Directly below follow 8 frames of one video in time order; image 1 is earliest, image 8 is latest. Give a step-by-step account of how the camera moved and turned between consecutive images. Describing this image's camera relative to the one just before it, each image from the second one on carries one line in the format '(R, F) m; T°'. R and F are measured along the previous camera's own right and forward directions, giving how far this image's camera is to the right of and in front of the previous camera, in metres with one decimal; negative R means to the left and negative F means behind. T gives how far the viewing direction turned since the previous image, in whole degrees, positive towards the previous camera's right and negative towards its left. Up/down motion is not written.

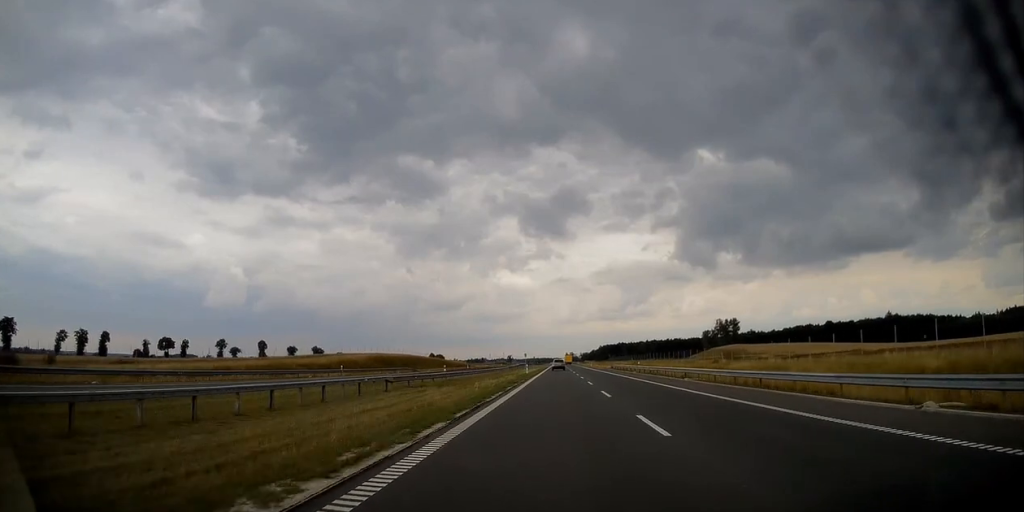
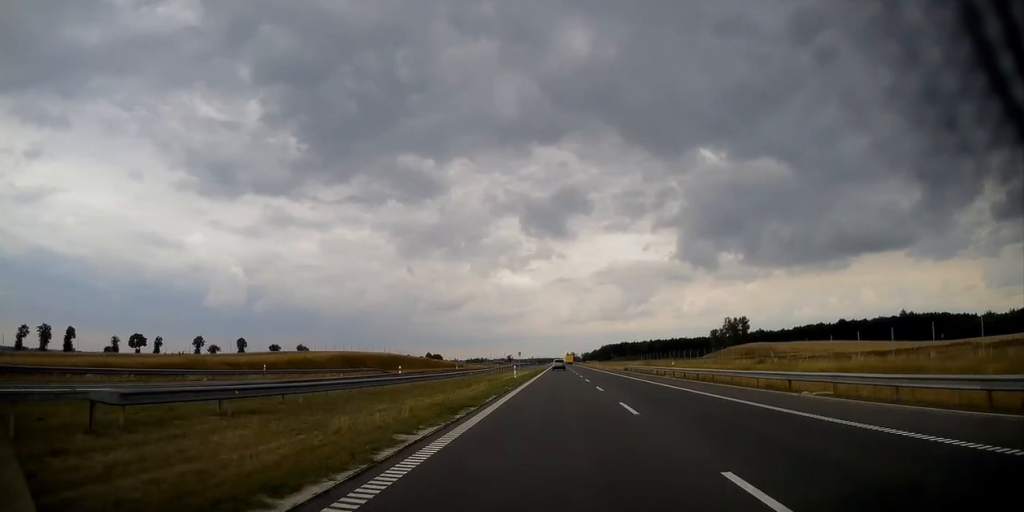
(0.0, +19.4) m; 0°
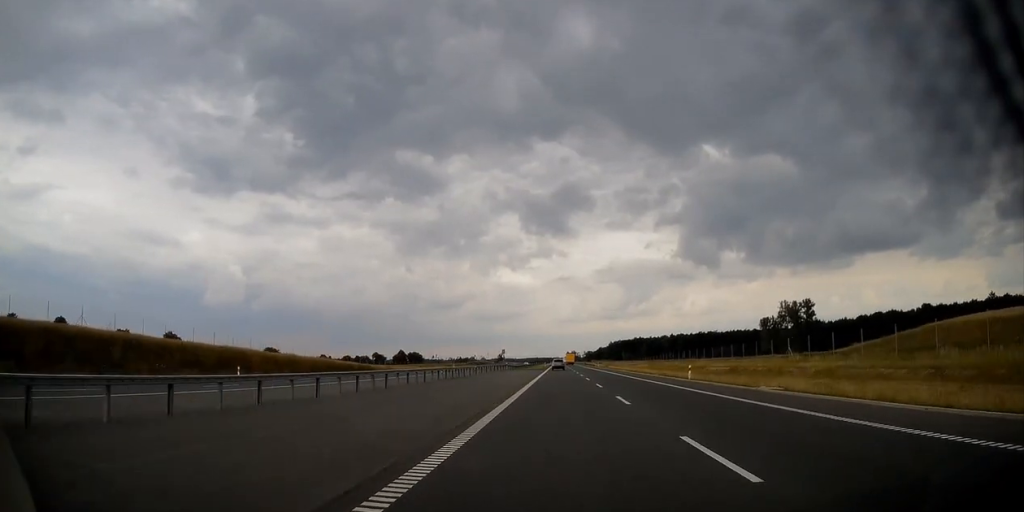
(-0.1, +104.1) m; 0°
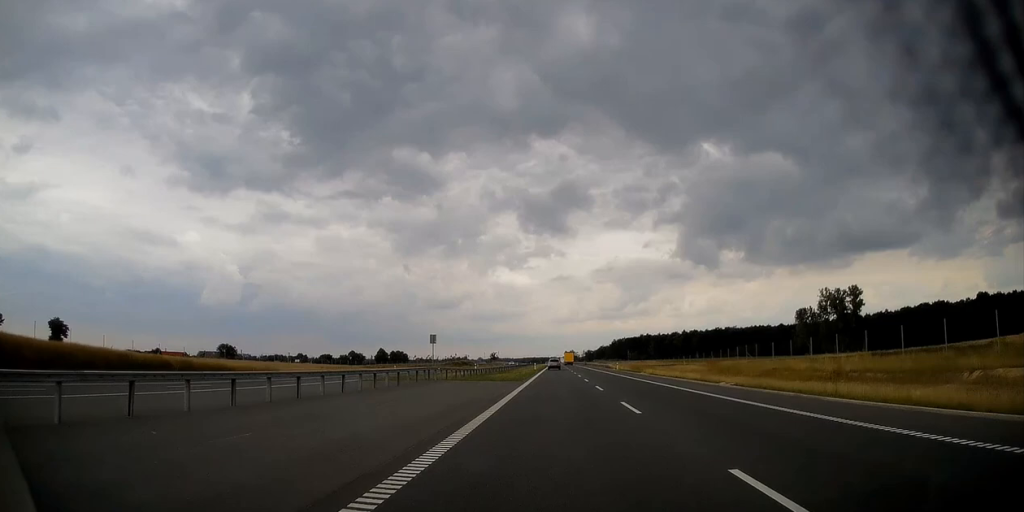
(+0.2, +51.0) m; 0°
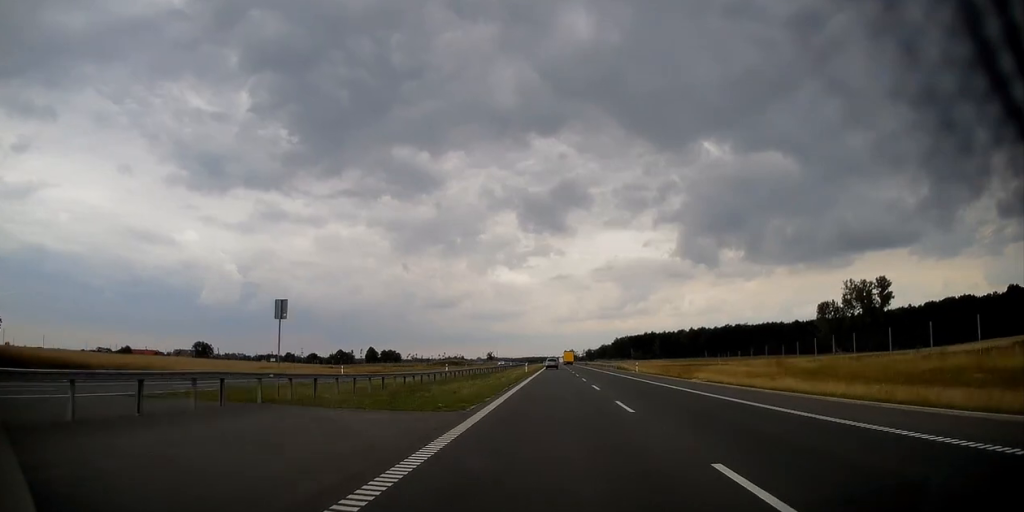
(0.0, +23.6) m; 0°
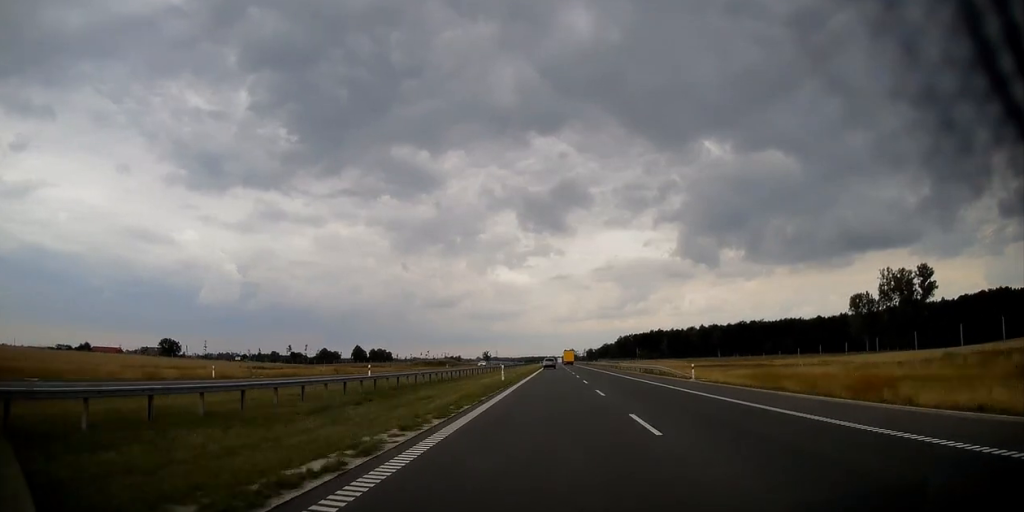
(-0.2, +28.8) m; 0°
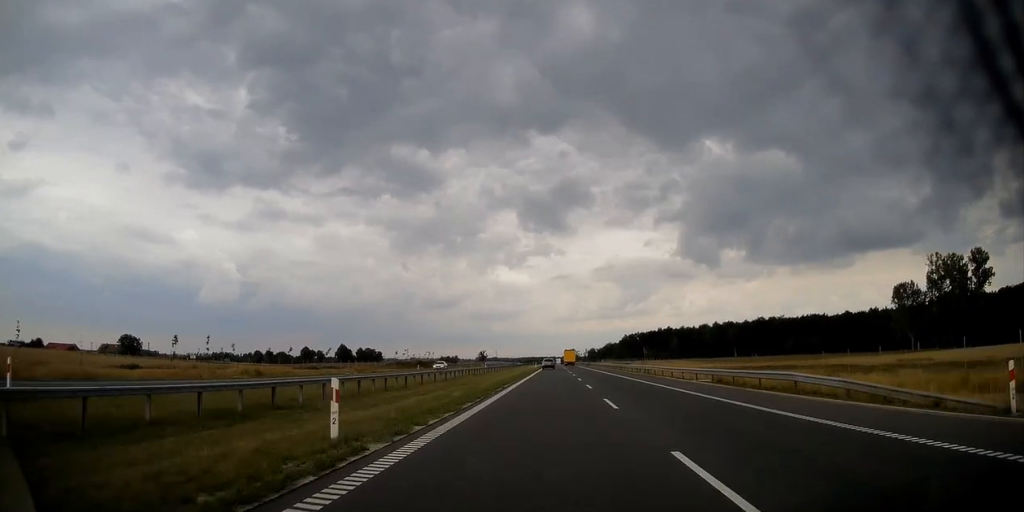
(+0.1, +30.0) m; 0°
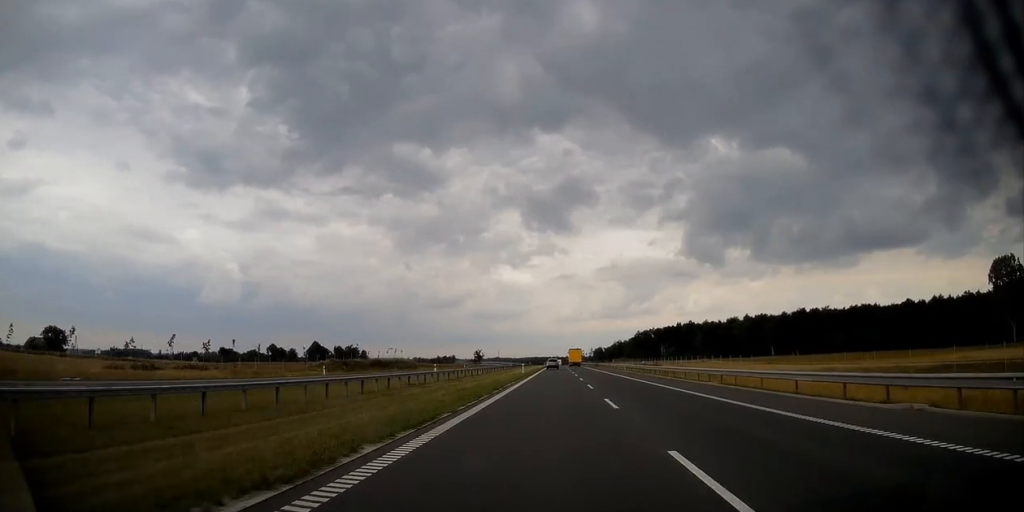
(-0.1, +48.1) m; 0°
